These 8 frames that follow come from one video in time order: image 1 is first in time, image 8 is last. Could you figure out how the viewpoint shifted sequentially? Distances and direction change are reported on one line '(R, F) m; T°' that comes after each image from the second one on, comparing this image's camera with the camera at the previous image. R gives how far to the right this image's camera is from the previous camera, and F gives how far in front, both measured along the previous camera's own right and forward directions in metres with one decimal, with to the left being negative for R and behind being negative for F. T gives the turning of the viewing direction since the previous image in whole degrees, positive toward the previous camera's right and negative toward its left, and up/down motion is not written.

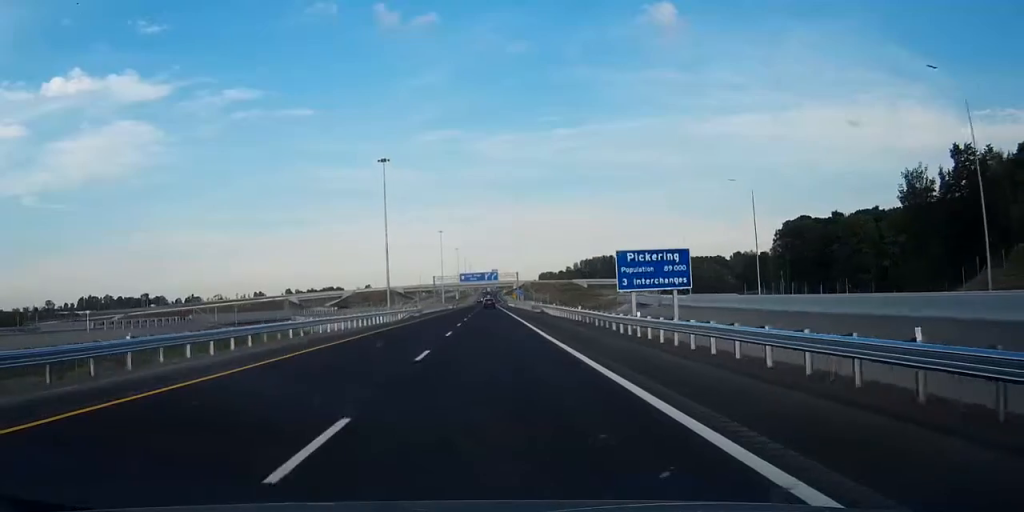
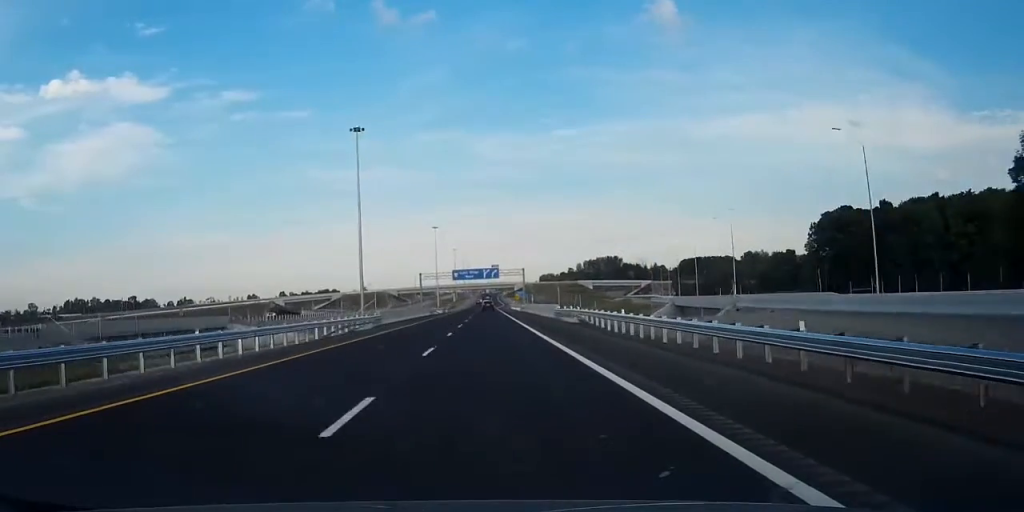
(+0.1, +33.7) m; 0°
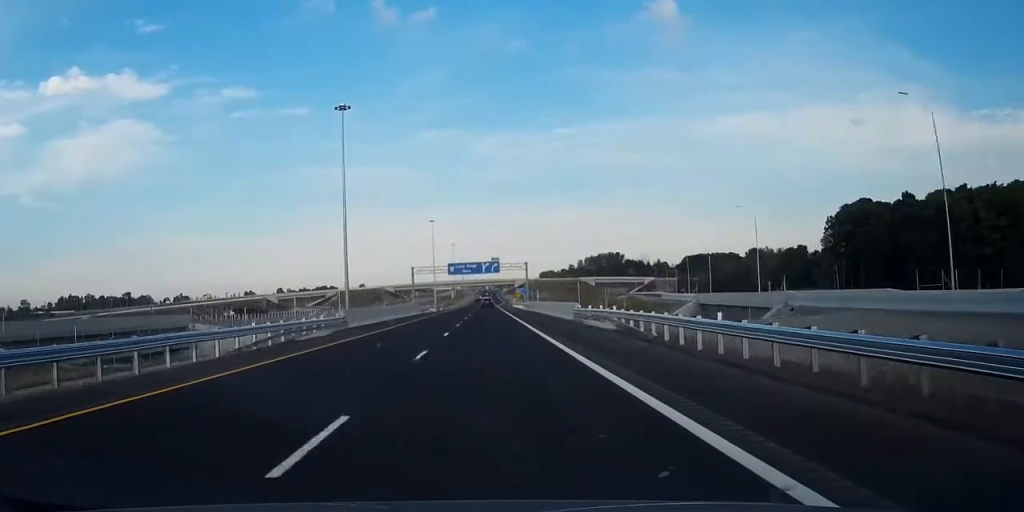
(0.0, +13.7) m; 0°
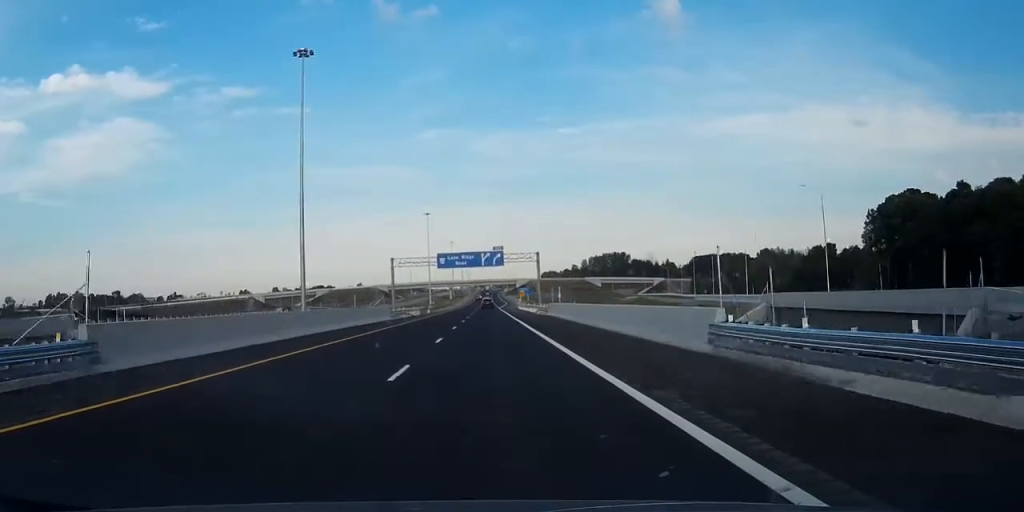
(0.0, +28.4) m; 0°
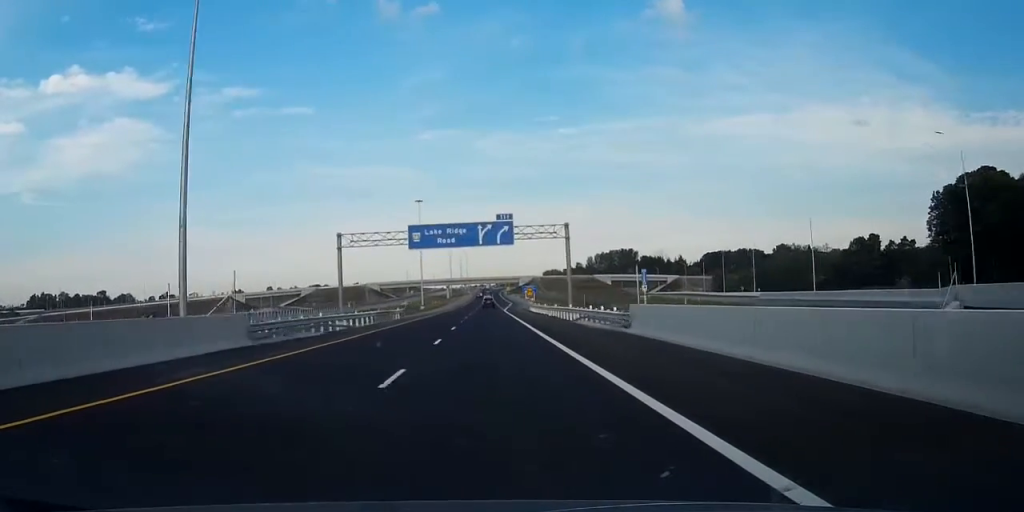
(+0.1, +36.9) m; 0°
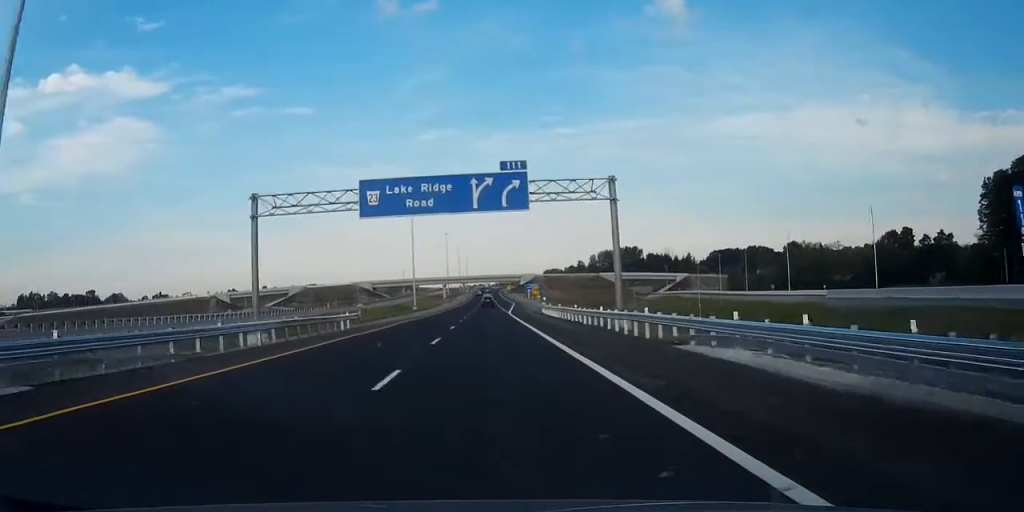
(0.0, +24.2) m; 0°
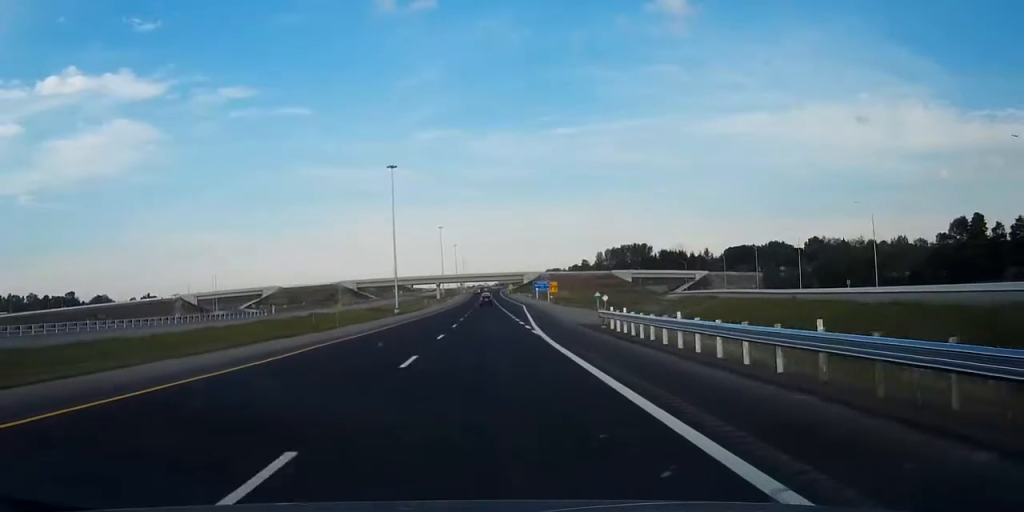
(-0.1, +43.2) m; 0°
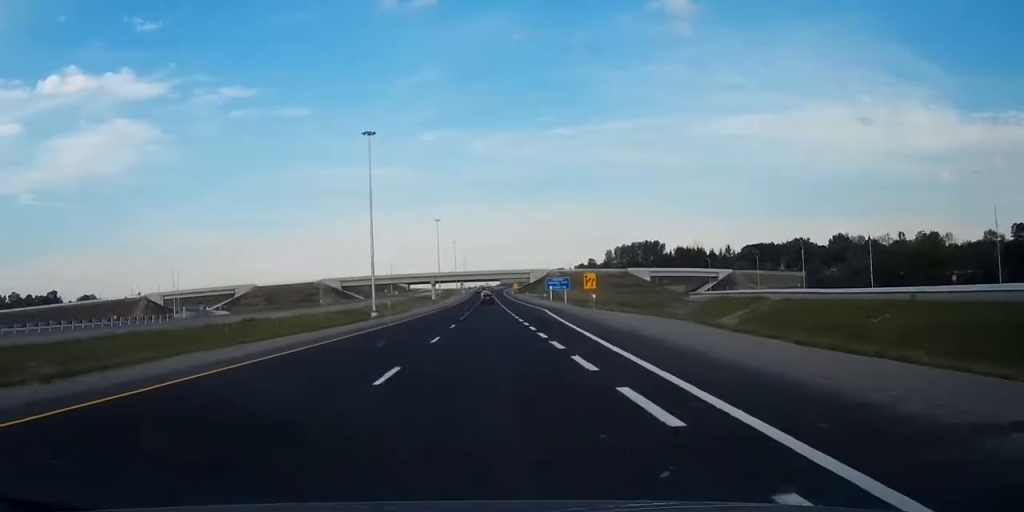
(0.0, +39.1) m; 0°
